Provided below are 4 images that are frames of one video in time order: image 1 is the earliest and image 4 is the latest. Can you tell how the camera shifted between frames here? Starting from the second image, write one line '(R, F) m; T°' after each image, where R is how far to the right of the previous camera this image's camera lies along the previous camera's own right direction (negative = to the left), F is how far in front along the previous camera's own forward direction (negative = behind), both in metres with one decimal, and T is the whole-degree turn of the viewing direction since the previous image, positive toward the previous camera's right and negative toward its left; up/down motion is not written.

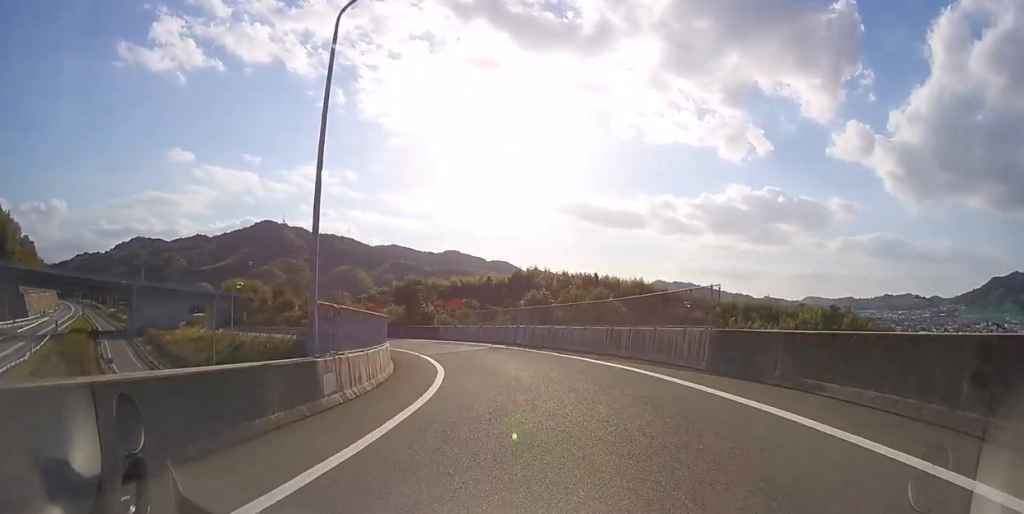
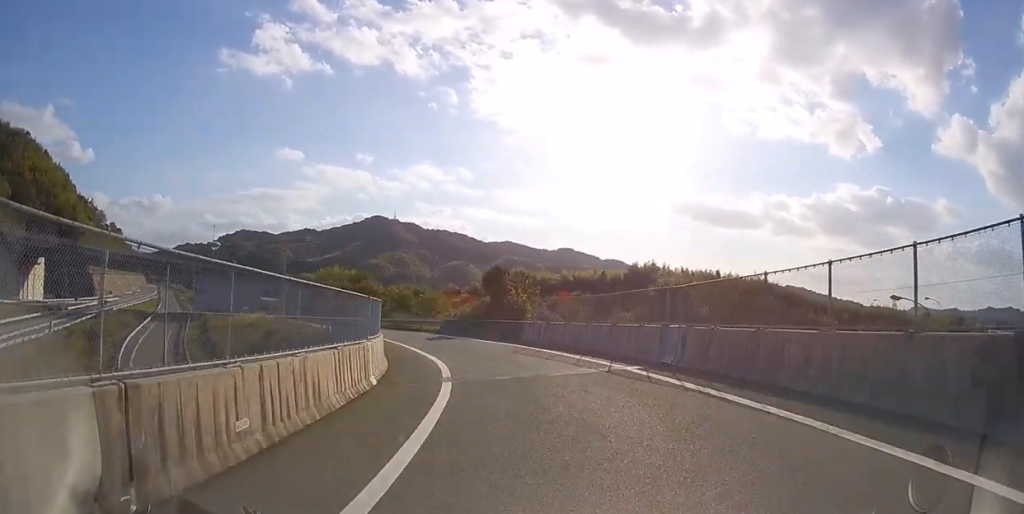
(-0.9, +15.1) m; -10°
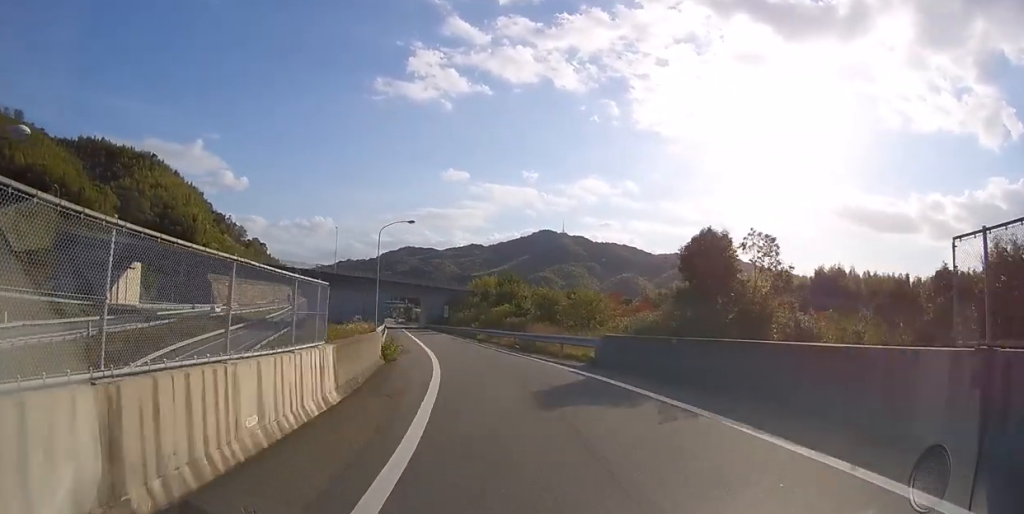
(-3.1, +18.5) m; -18°
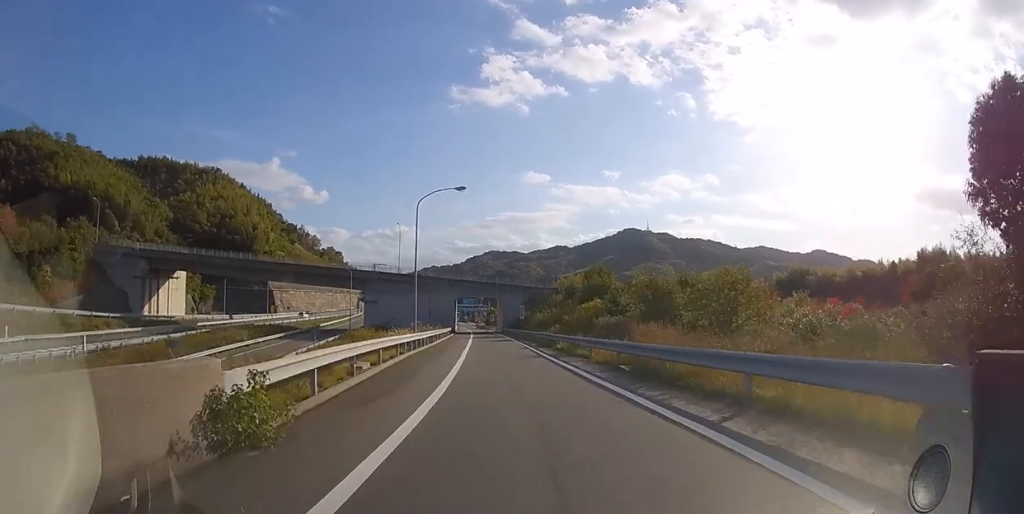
(-1.2, +12.1) m; -11°
